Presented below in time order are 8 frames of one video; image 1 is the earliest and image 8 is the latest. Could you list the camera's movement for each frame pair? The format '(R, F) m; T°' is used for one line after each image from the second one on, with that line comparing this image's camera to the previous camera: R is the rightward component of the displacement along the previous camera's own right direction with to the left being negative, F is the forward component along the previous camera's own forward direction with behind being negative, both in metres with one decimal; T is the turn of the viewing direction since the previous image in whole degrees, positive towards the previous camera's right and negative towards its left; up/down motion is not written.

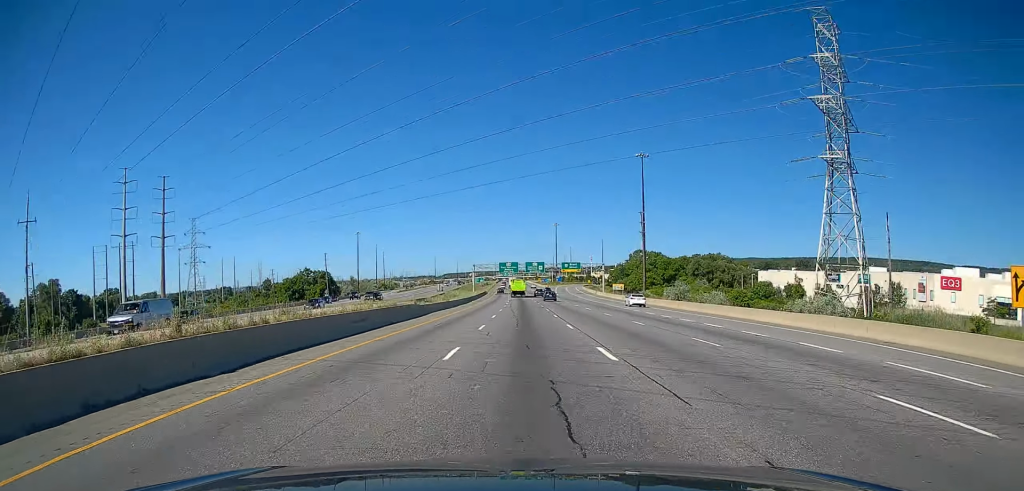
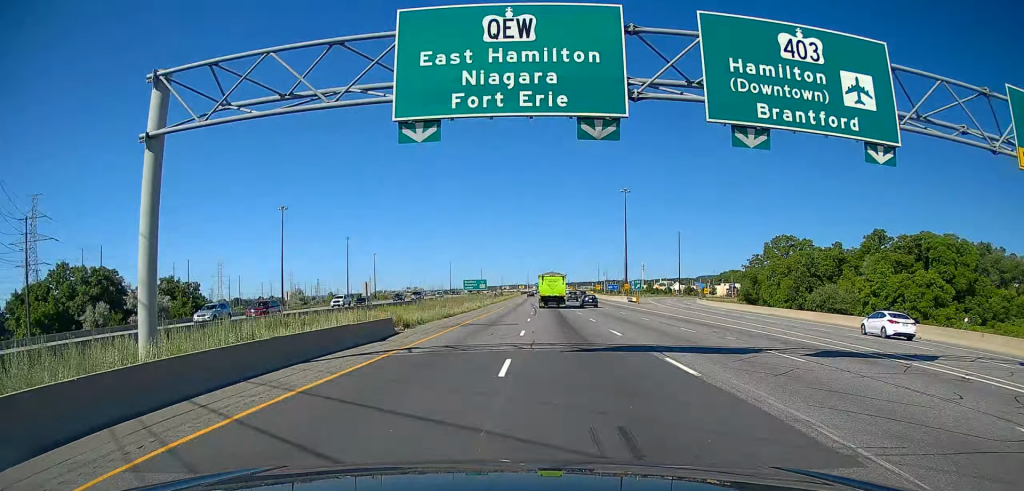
(-1.6, +154.1) m; -1°
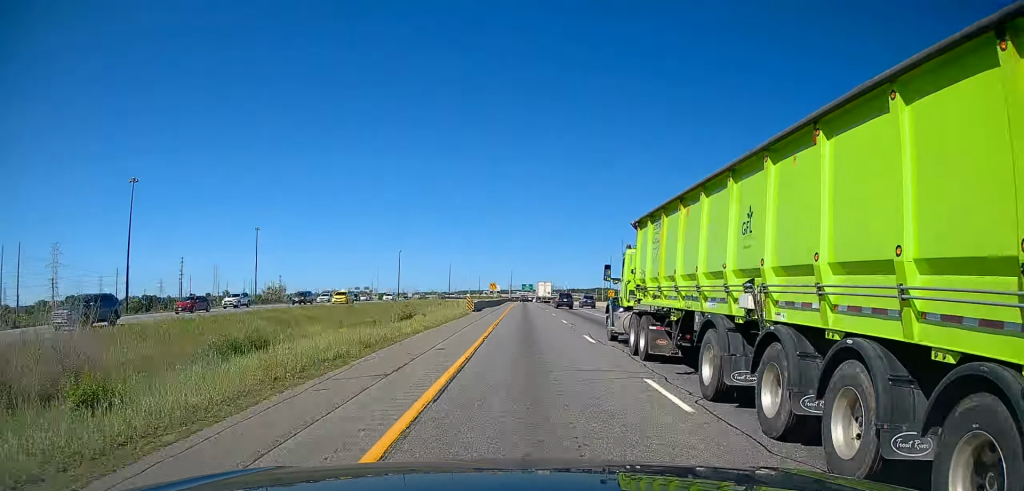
(-1.1, +177.3) m; 0°
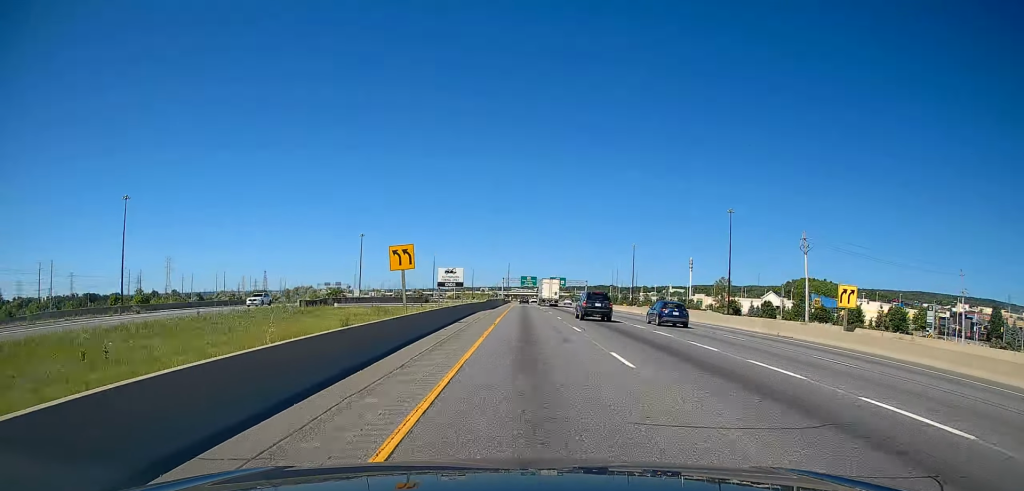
(+0.2, +94.4) m; 0°
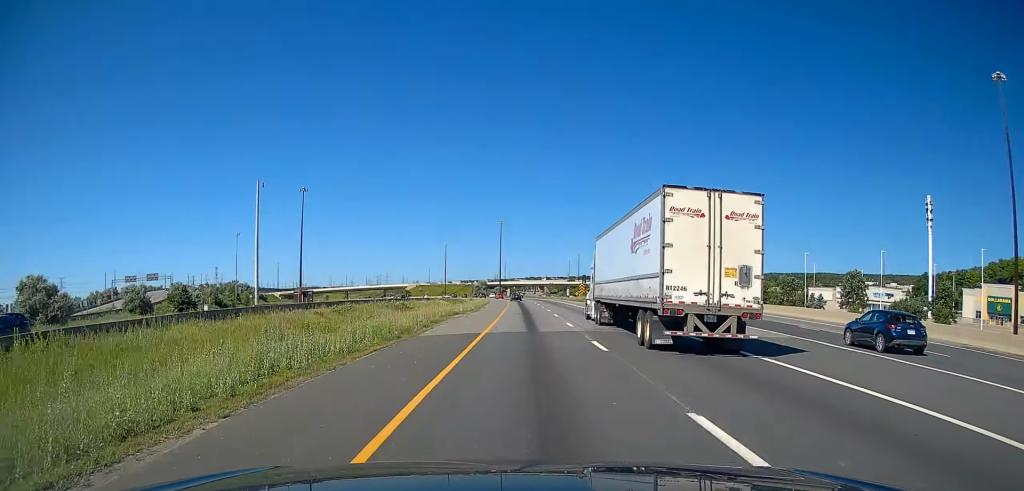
(-0.7, +289.5) m; -2°
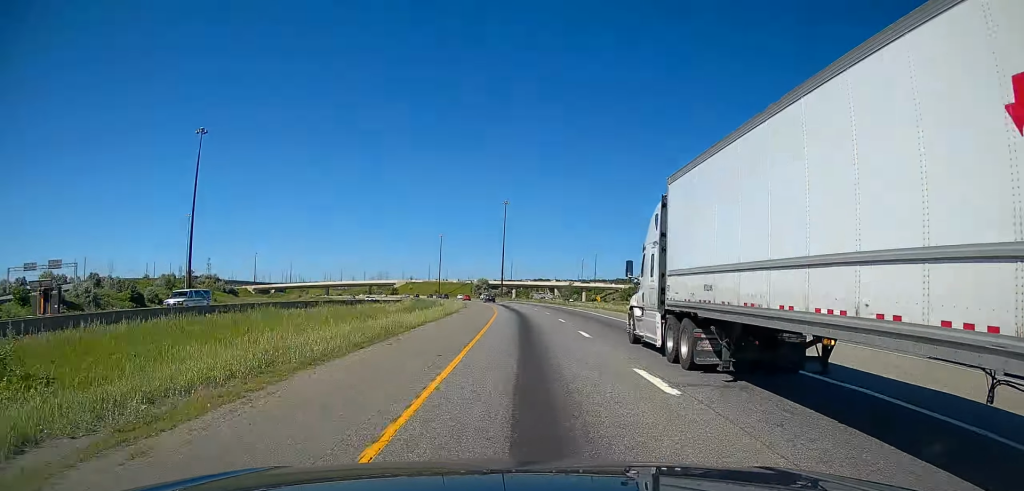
(-0.2, +69.4) m; -3°
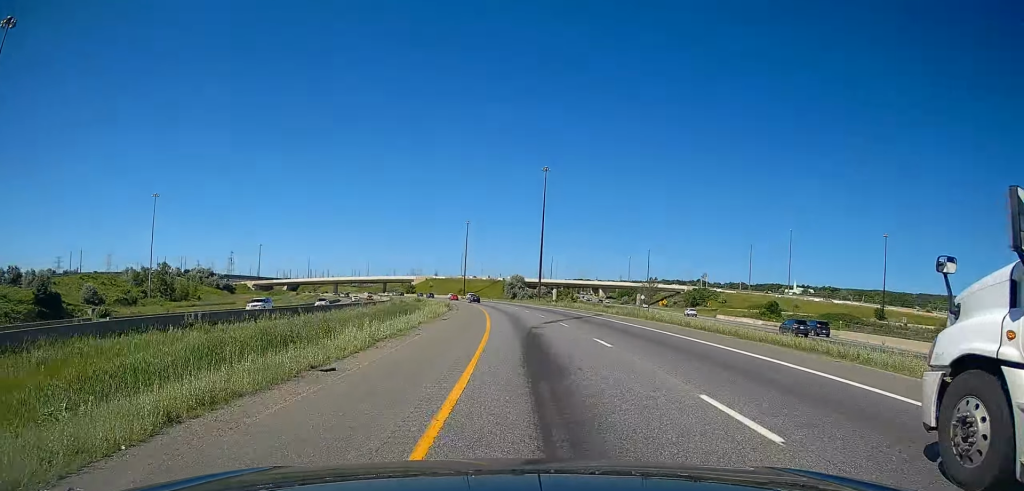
(+0.6, +66.9) m; -3°
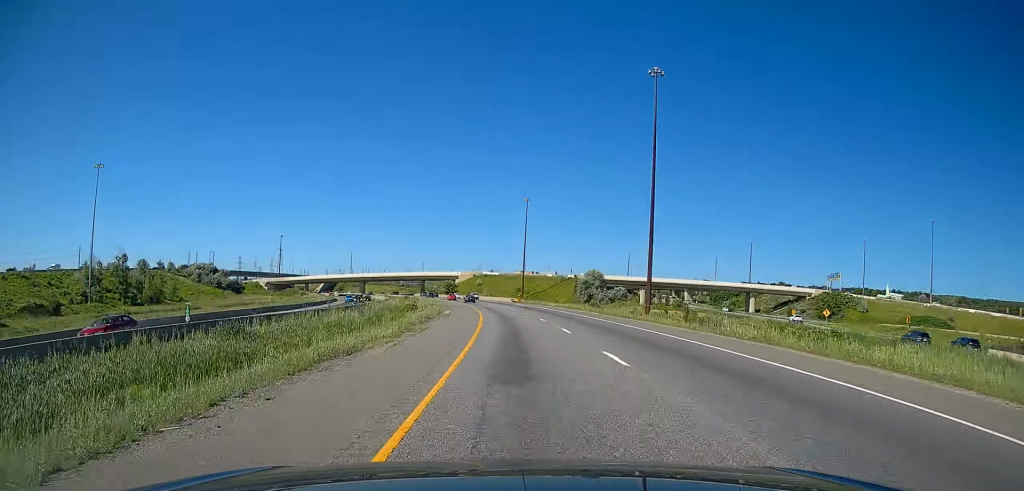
(-4.6, +79.6) m; -6°
